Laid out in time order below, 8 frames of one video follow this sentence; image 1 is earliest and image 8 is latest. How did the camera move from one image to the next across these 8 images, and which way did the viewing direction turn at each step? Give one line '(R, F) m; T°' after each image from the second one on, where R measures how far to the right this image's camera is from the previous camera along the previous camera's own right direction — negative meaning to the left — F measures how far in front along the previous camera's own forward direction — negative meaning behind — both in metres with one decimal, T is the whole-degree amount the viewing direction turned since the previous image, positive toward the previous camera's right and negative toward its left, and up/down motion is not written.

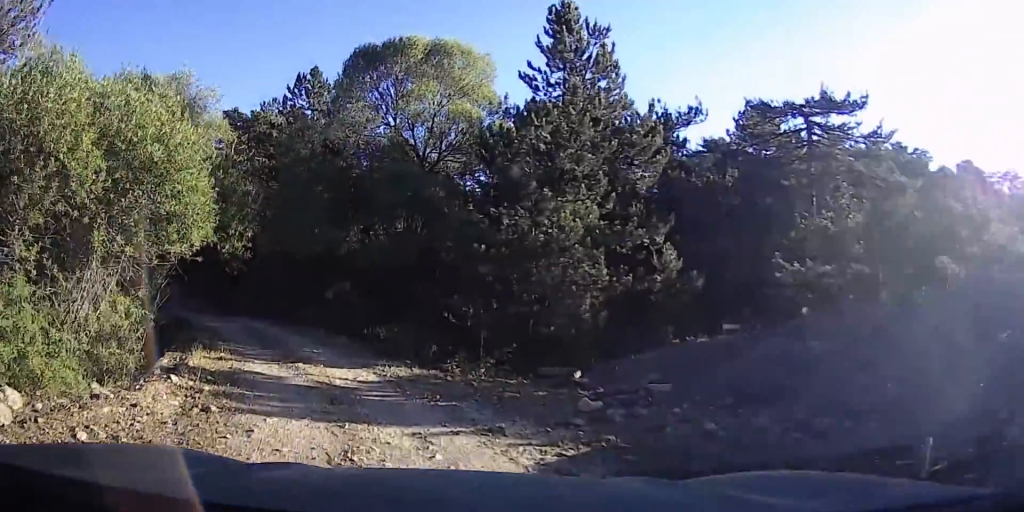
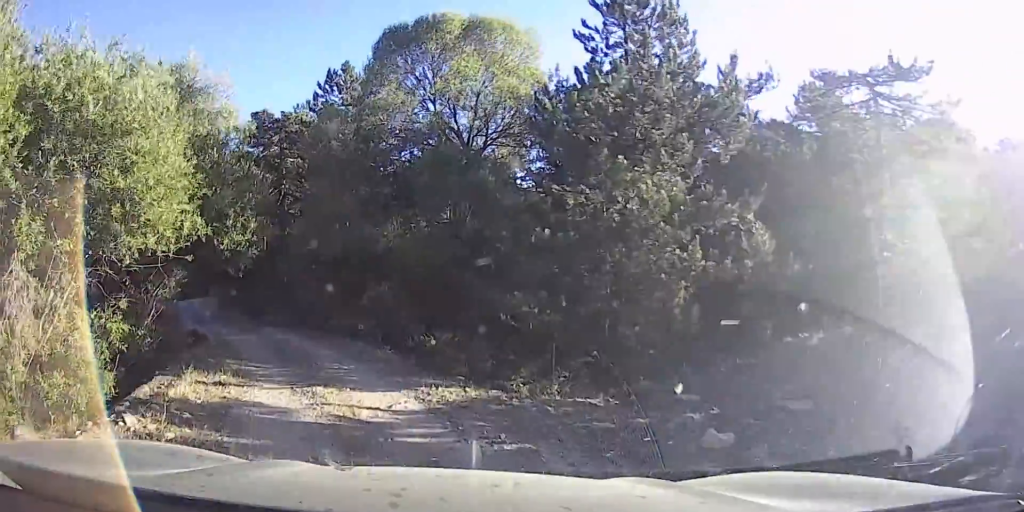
(-0.5, +2.5) m; -8°
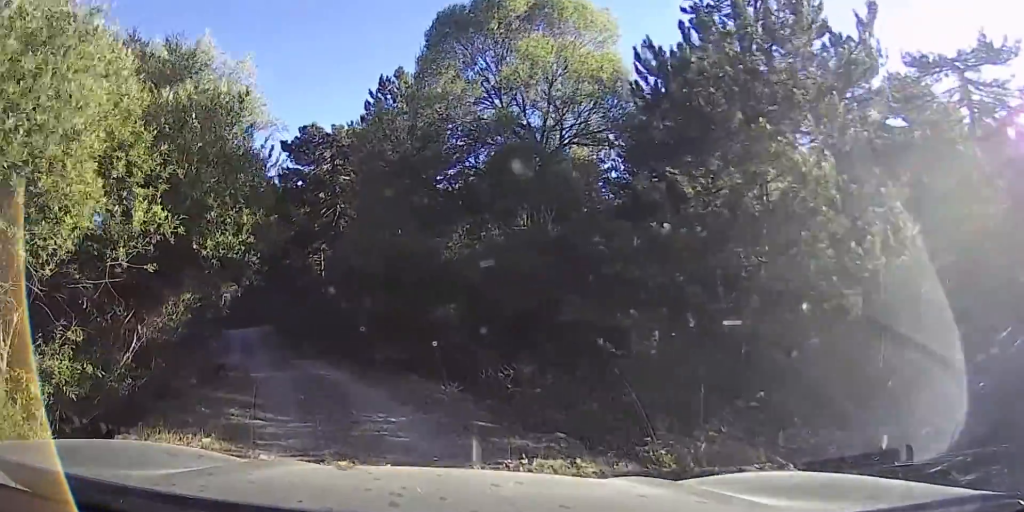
(-0.2, +3.2) m; -7°
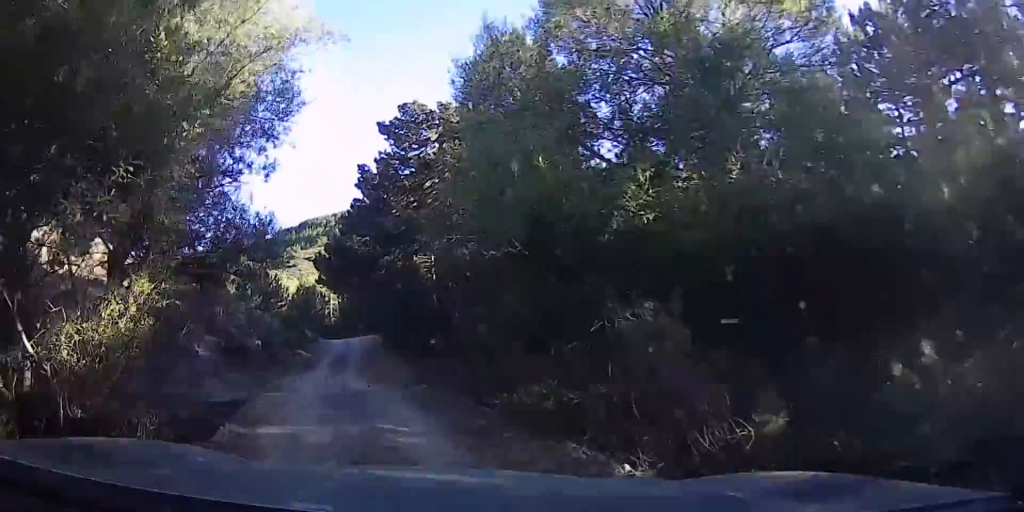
(-0.5, +5.8) m; -9°
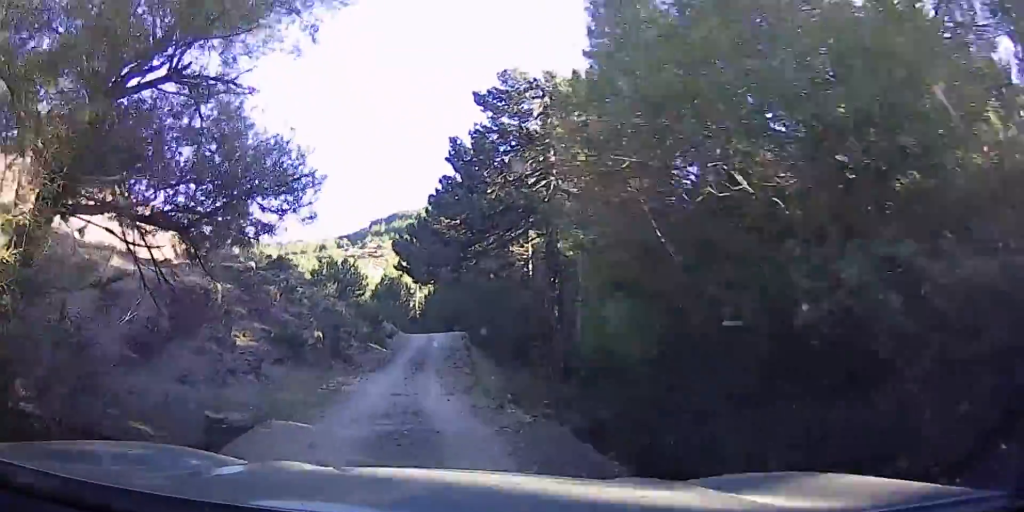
(-0.2, +4.0) m; -2°
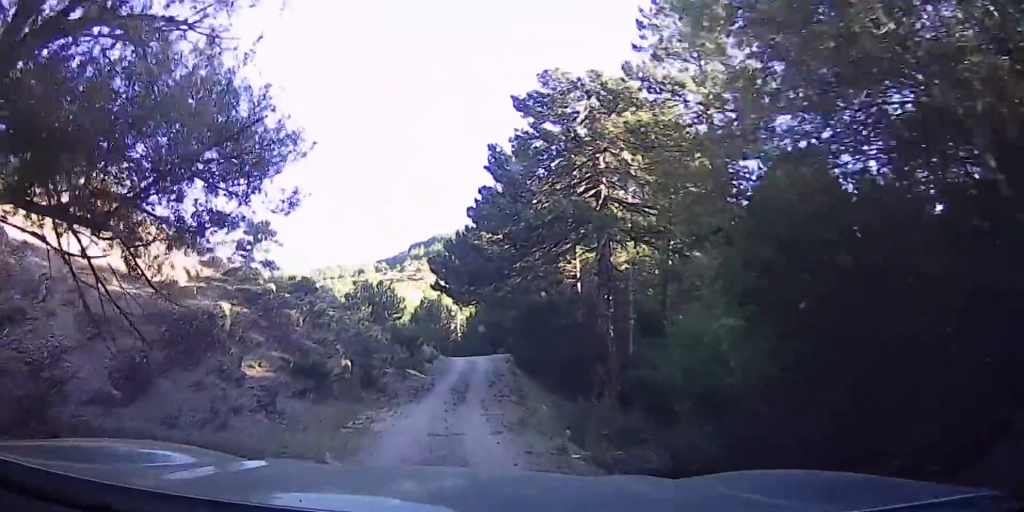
(0.0, +2.5) m; 0°
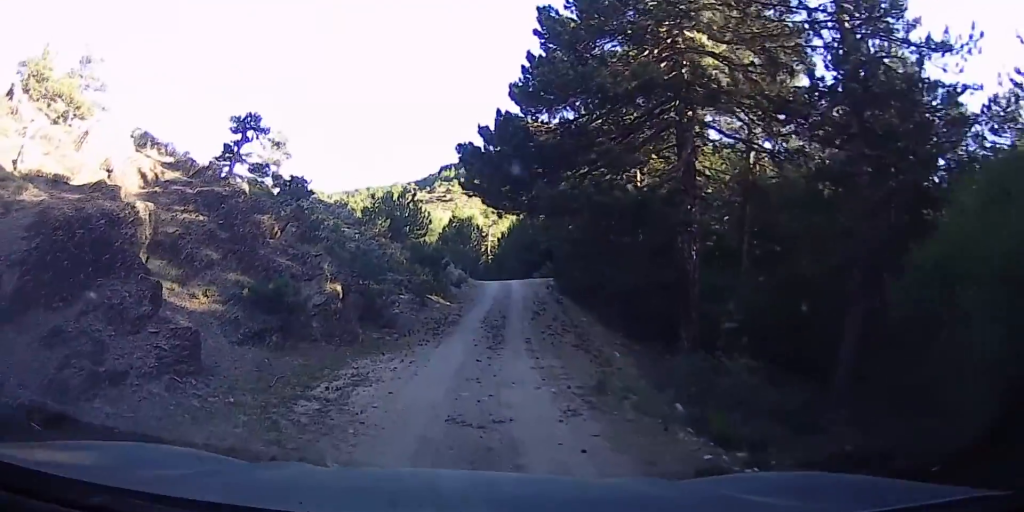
(0.0, +6.3) m; 0°
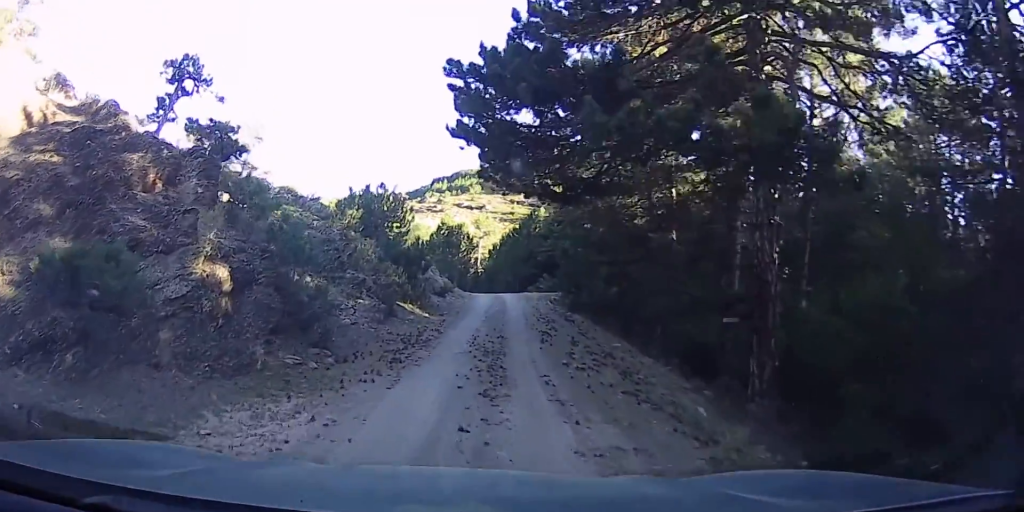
(0.0, +6.6) m; -1°
